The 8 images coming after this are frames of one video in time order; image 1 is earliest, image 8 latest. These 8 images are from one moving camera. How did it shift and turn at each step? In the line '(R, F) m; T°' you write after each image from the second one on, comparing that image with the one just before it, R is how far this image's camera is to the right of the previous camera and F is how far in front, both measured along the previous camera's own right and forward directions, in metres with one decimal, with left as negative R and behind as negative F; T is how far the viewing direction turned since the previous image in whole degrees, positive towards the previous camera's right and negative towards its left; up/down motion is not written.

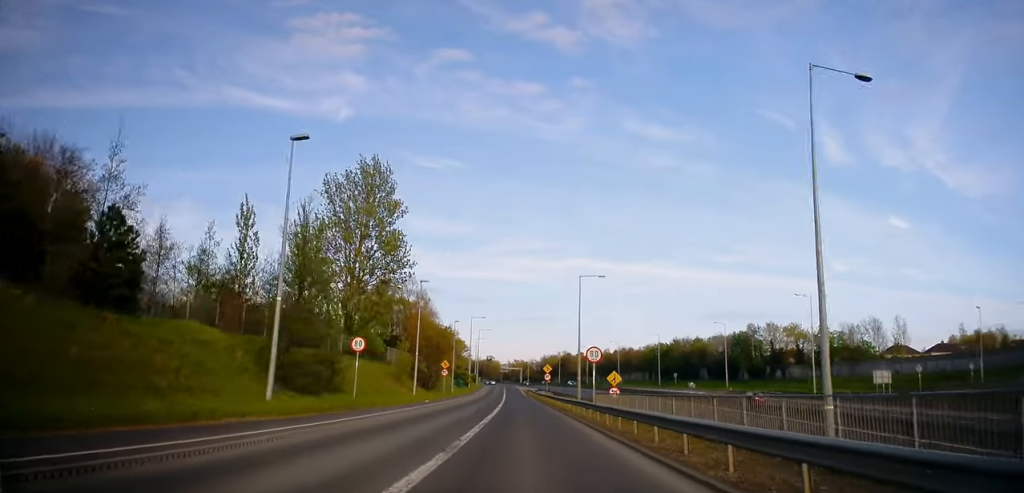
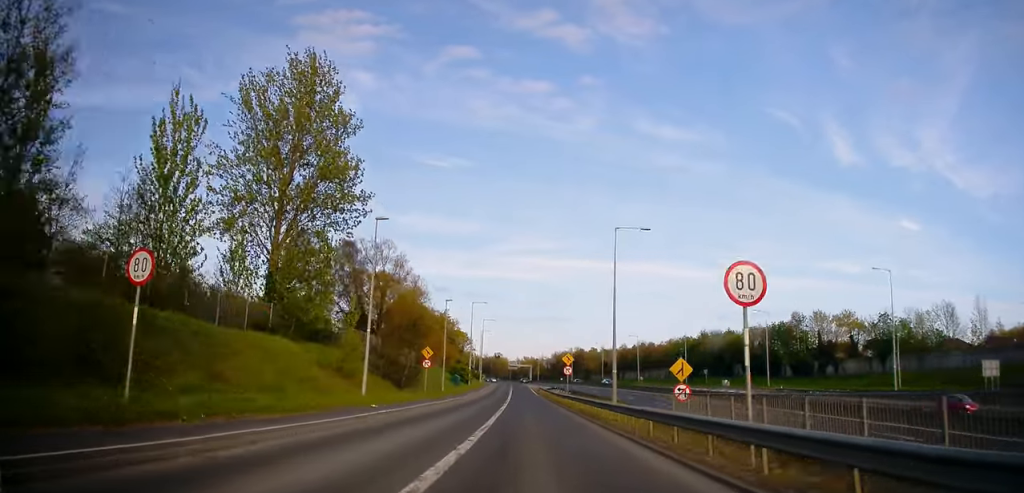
(-0.2, +18.4) m; -2°
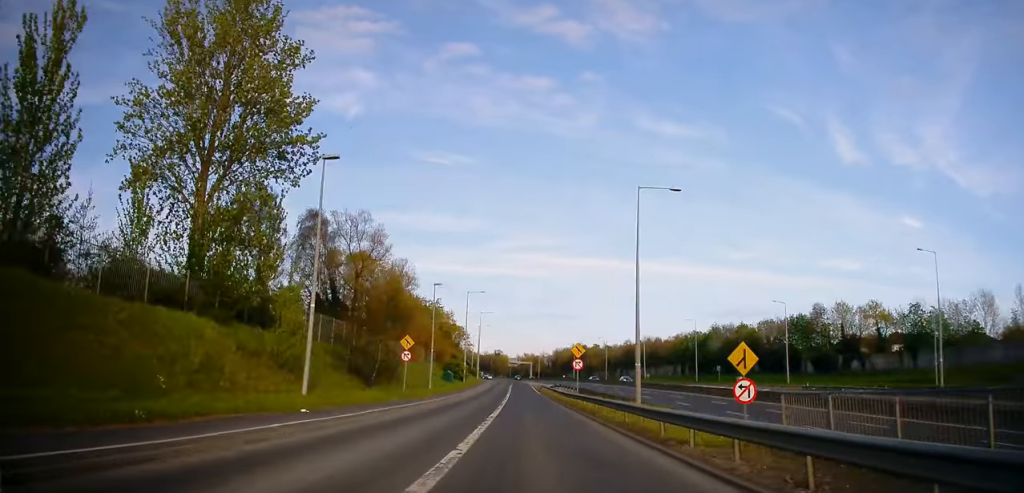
(-0.1, +8.9) m; 0°
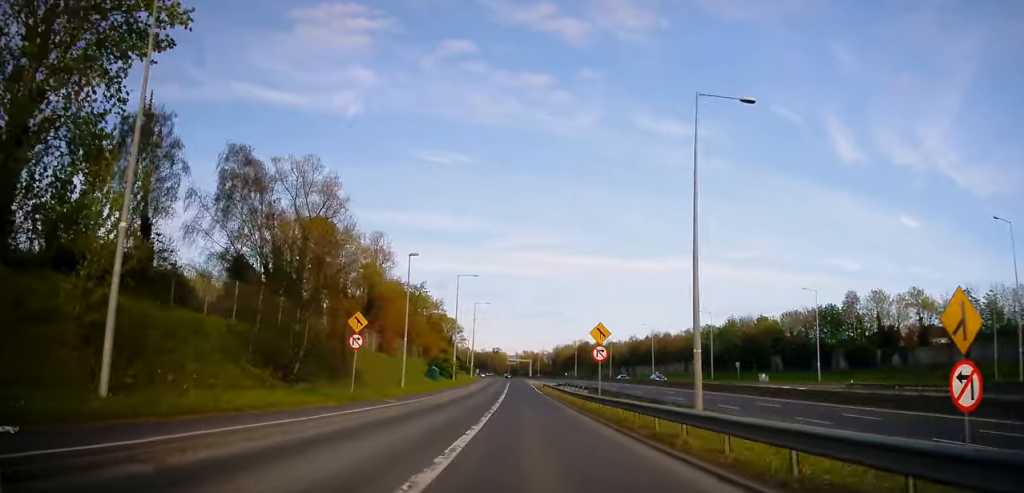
(-0.3, +12.3) m; 0°
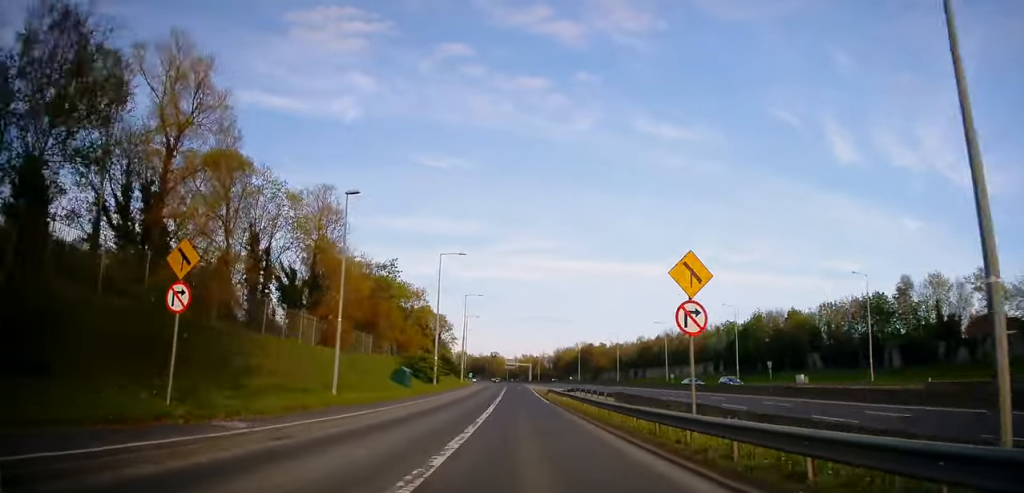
(+0.2, +16.1) m; +1°
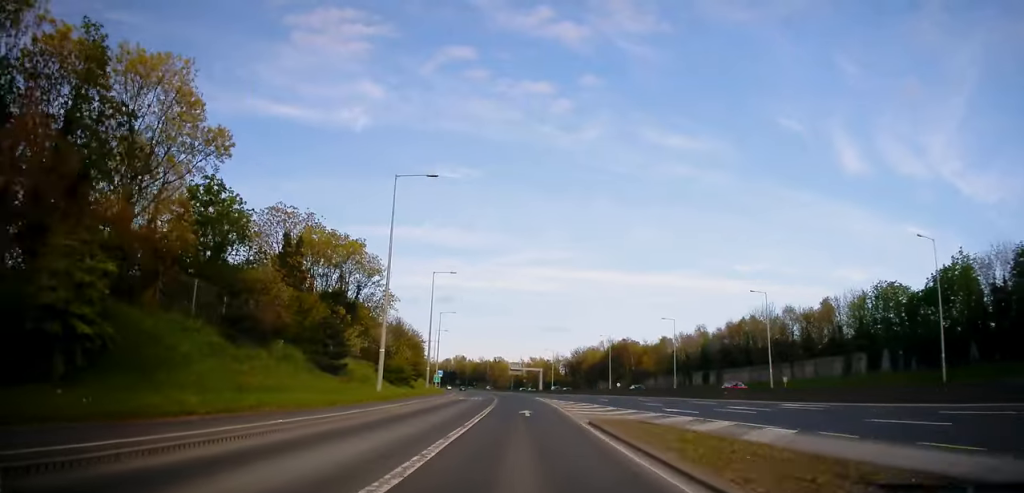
(+0.3, +57.2) m; 0°
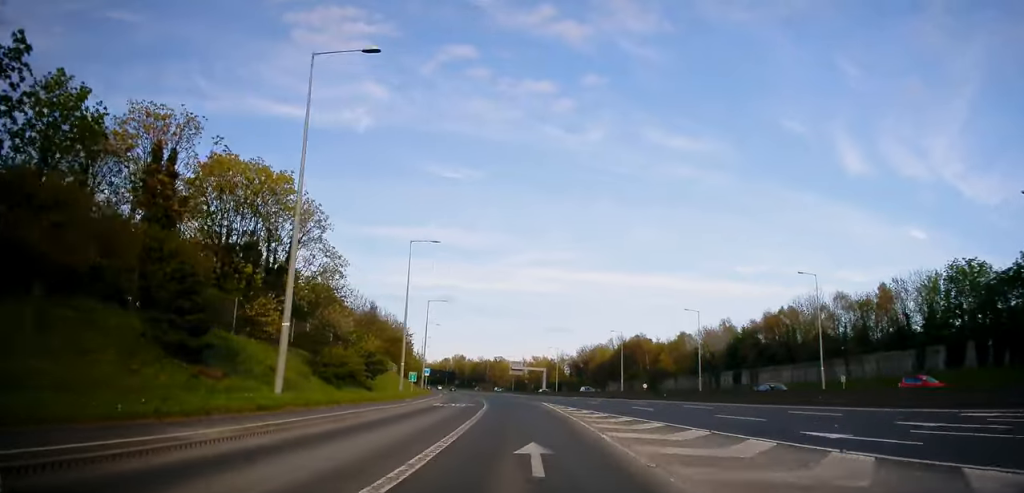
(+0.1, +16.0) m; -1°
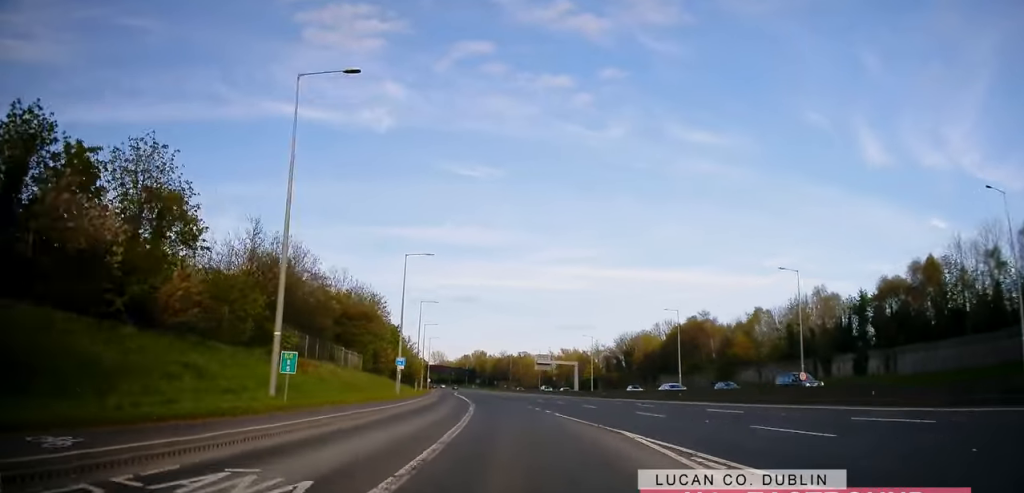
(-1.1, +31.4) m; -3°
